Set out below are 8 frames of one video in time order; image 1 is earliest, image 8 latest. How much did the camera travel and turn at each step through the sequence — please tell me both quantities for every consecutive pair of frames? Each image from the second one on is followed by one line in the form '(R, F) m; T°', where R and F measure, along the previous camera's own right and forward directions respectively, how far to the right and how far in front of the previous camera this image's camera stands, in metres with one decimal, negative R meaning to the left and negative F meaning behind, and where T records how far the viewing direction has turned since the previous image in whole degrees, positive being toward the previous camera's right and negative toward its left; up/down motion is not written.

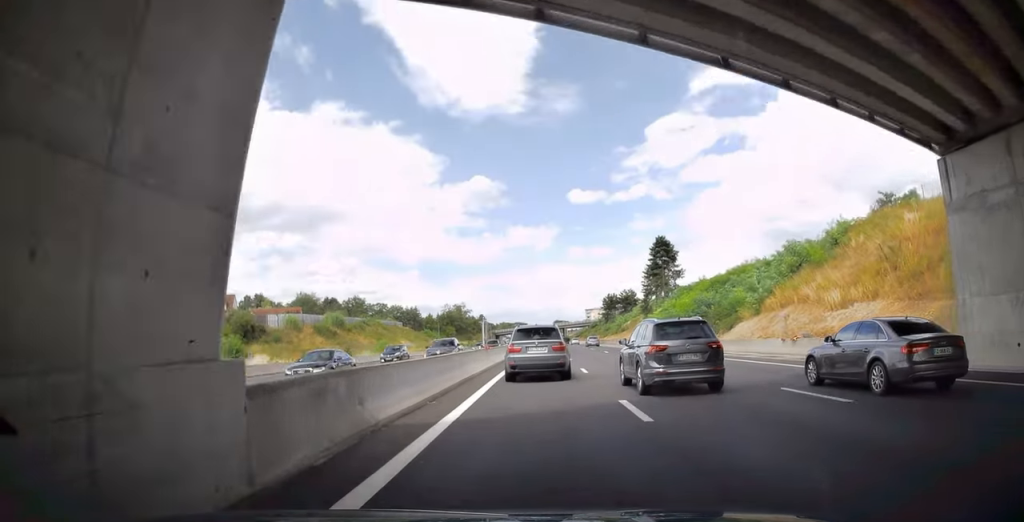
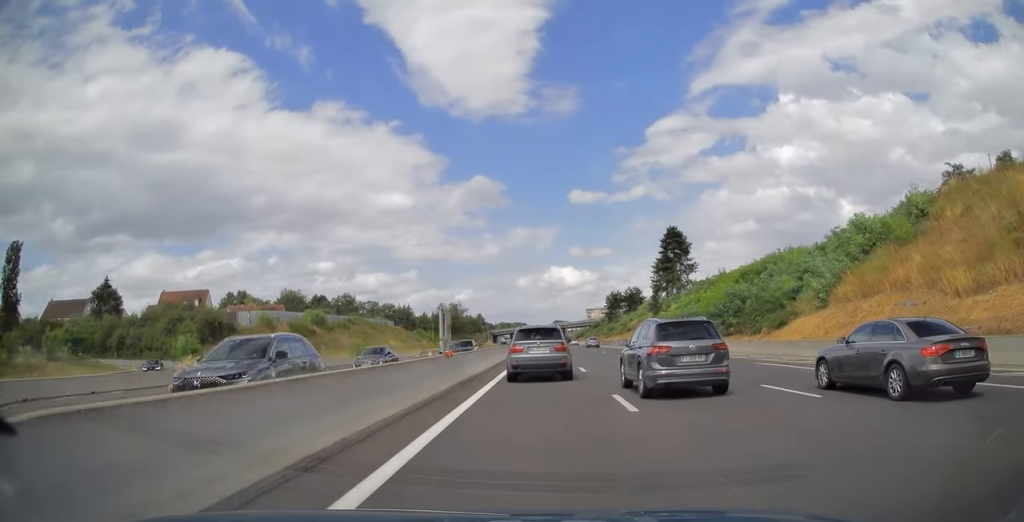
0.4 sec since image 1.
(0.0, +11.7) m; 0°
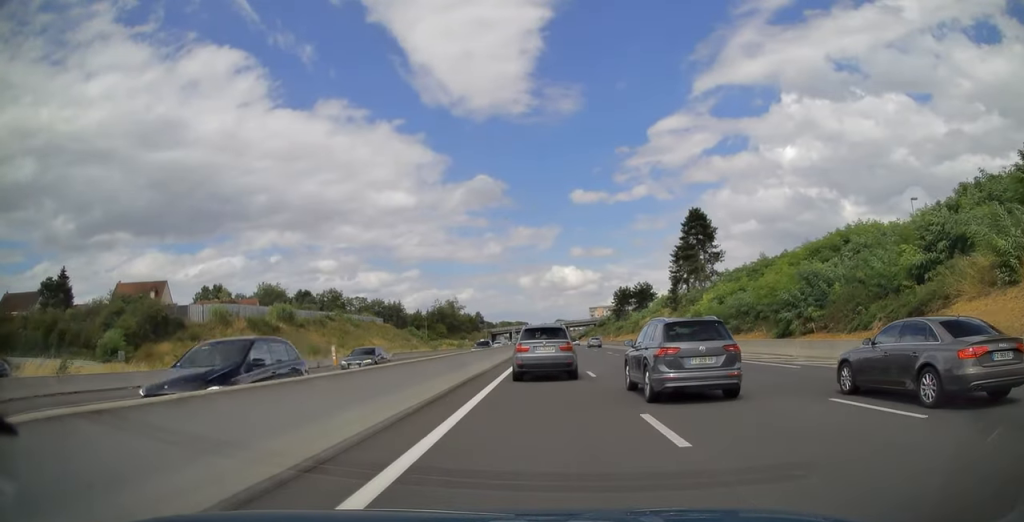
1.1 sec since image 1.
(0.0, +18.0) m; 0°
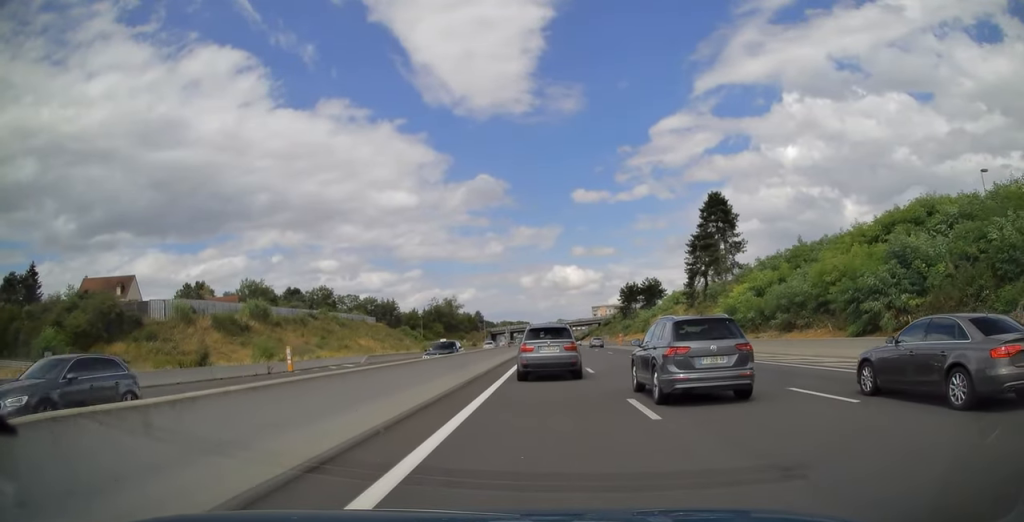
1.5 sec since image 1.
(0.0, +11.5) m; 0°
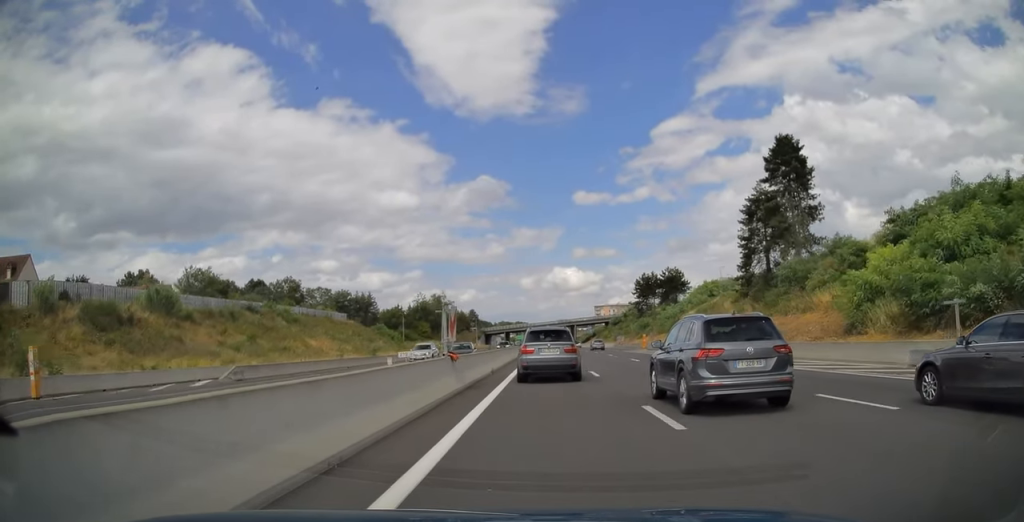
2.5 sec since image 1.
(0.0, +27.1) m; 0°
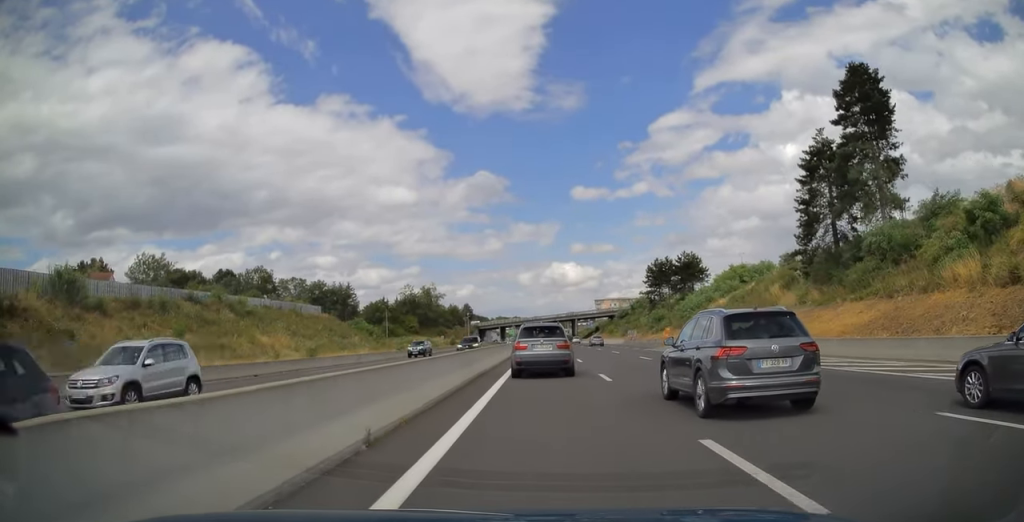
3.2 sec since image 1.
(-0.1, +16.7) m; 0°
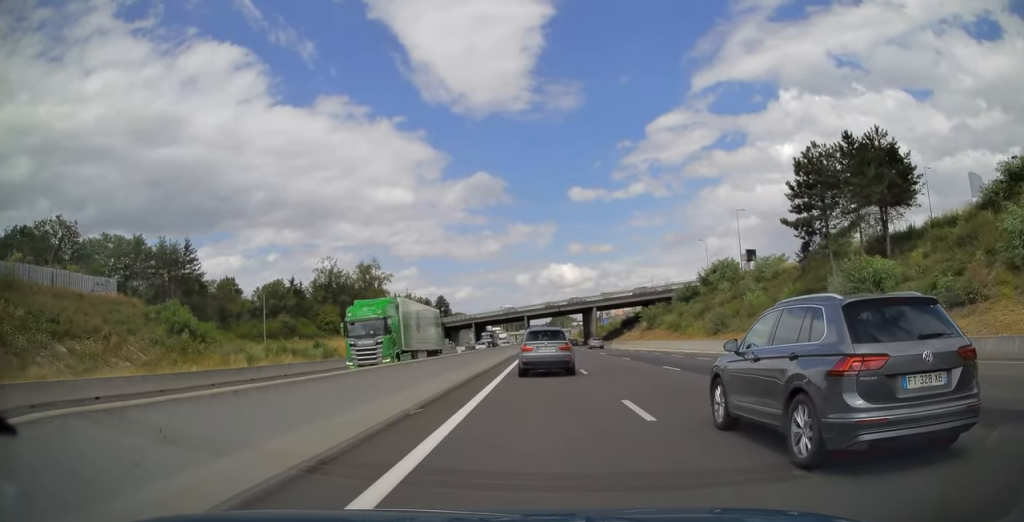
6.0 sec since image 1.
(+0.4, +75.1) m; 0°
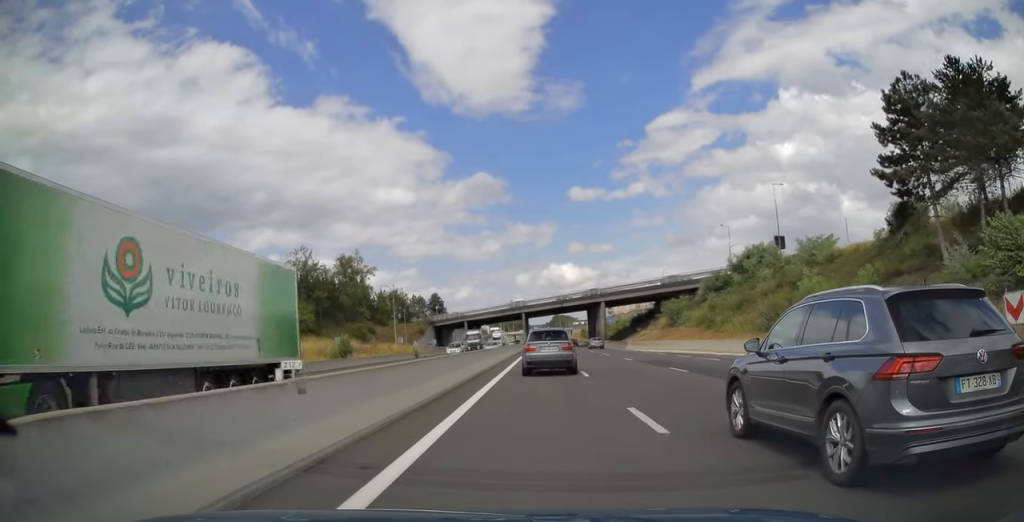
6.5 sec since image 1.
(0.0, +15.0) m; 0°
